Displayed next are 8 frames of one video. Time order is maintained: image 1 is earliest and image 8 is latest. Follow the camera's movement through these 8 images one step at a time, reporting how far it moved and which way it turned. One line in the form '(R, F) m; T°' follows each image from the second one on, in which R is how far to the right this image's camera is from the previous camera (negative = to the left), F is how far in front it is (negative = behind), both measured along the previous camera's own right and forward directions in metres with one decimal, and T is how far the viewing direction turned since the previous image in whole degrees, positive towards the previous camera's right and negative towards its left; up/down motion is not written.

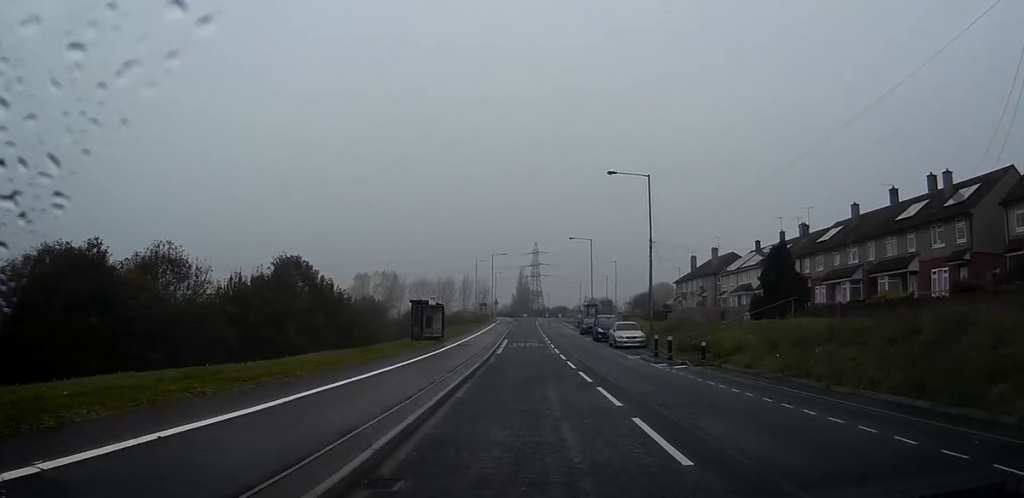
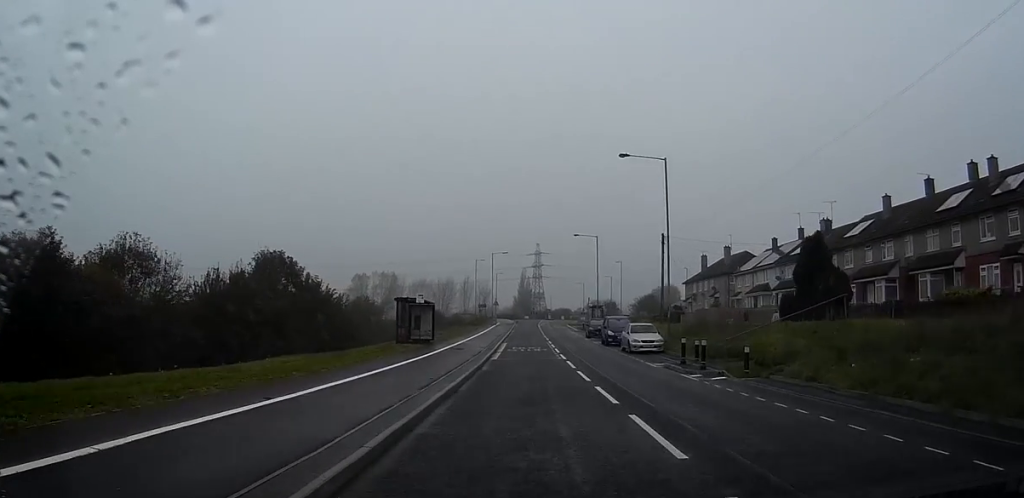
(0.0, +5.7) m; +1°
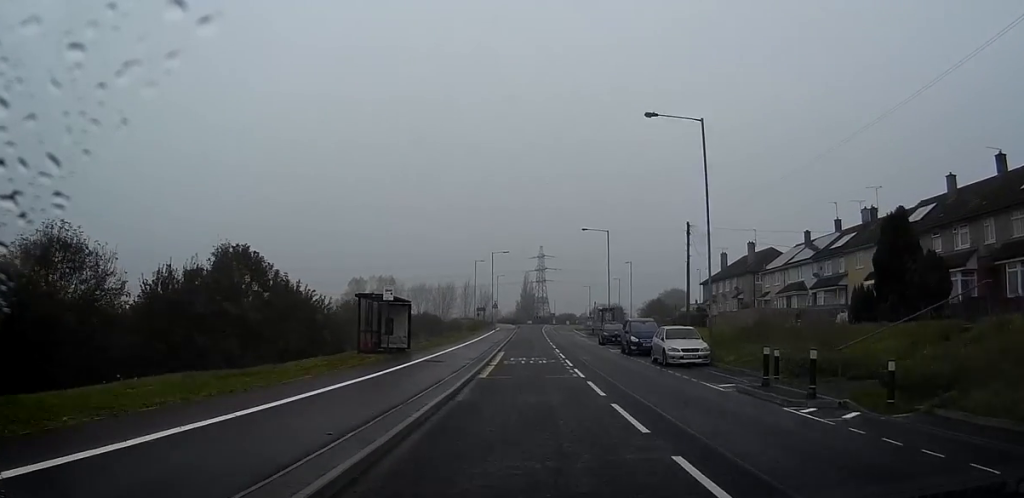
(0.0, +9.8) m; +1°
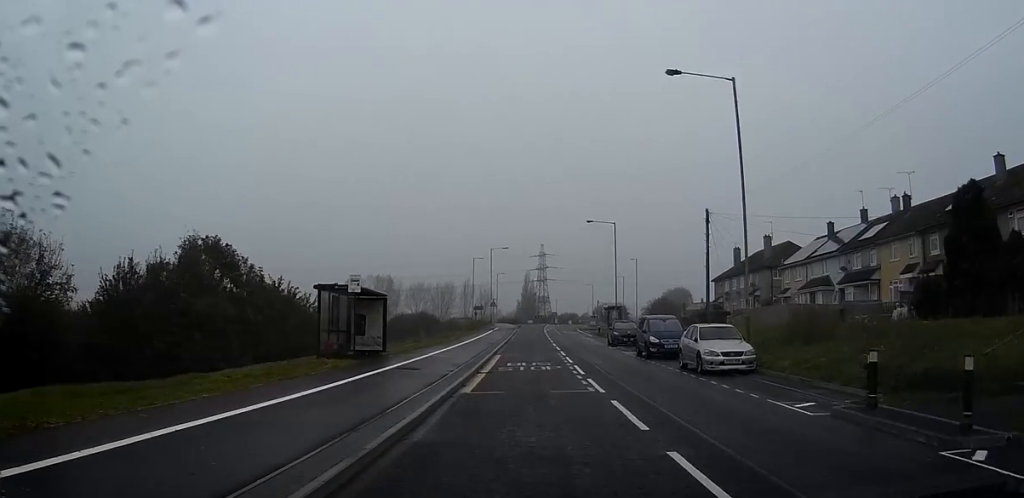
(0.0, +6.0) m; 0°
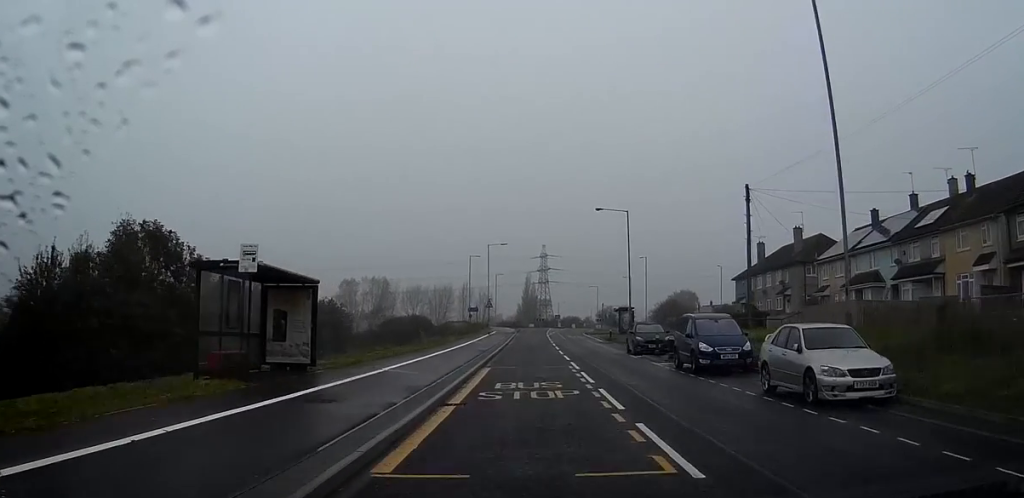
(+0.1, +9.6) m; 0°
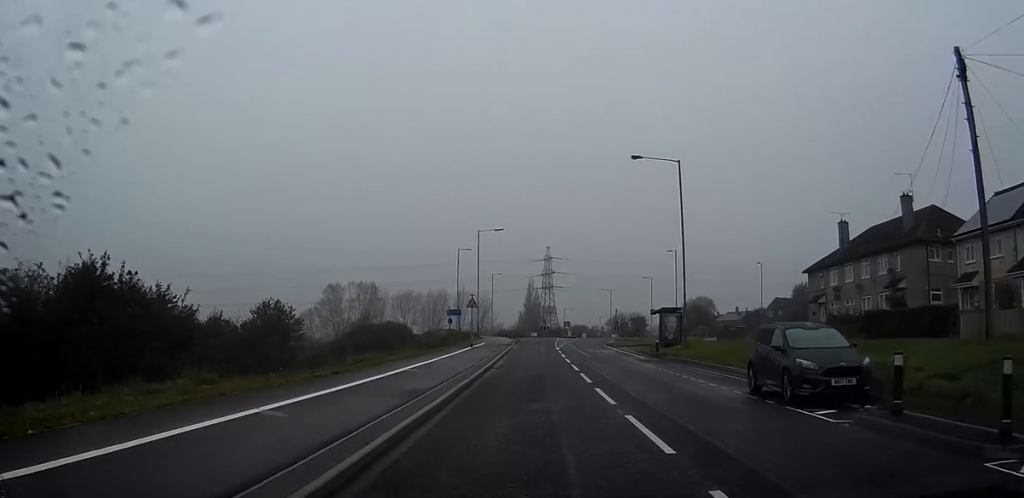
(-0.5, +23.4) m; -2°
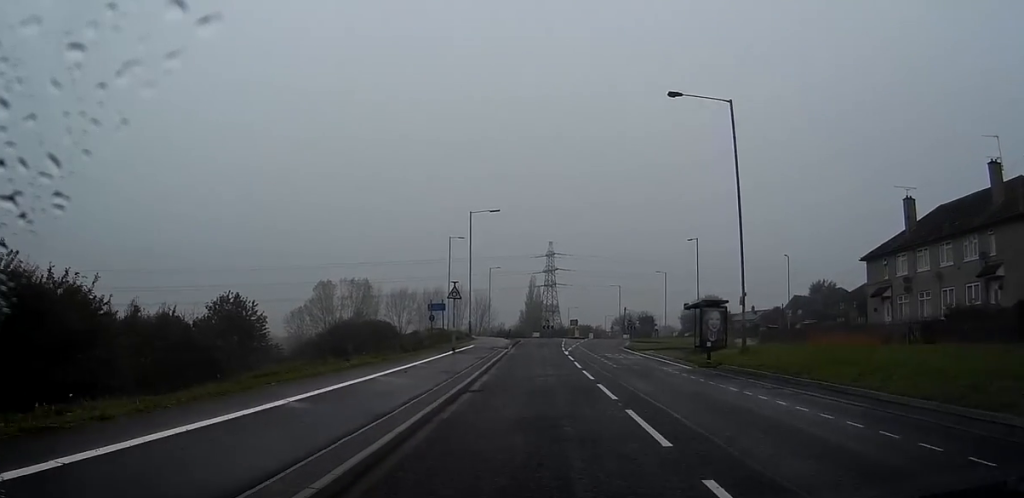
(+0.1, +12.2) m; +2°
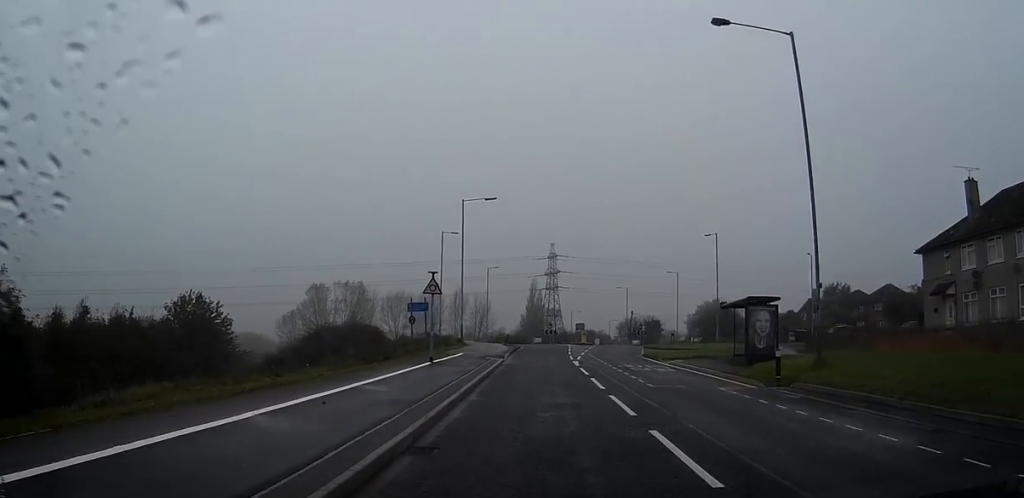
(+0.1, +8.7) m; +2°
